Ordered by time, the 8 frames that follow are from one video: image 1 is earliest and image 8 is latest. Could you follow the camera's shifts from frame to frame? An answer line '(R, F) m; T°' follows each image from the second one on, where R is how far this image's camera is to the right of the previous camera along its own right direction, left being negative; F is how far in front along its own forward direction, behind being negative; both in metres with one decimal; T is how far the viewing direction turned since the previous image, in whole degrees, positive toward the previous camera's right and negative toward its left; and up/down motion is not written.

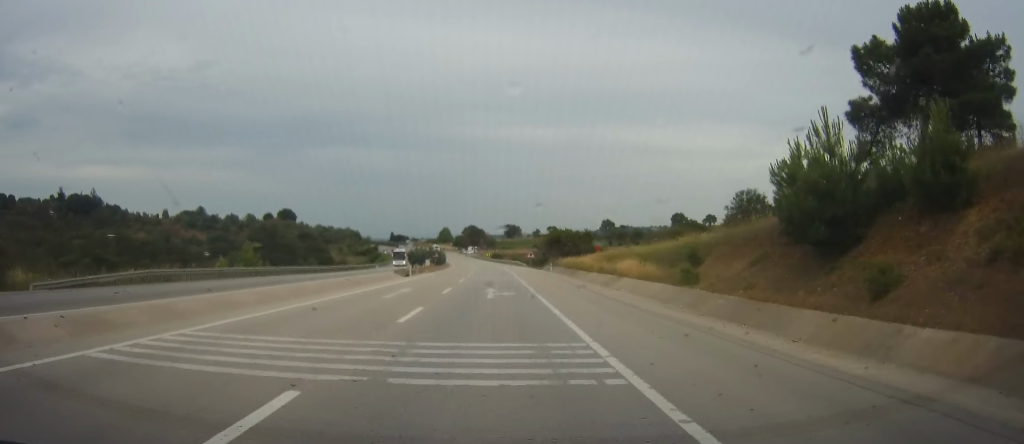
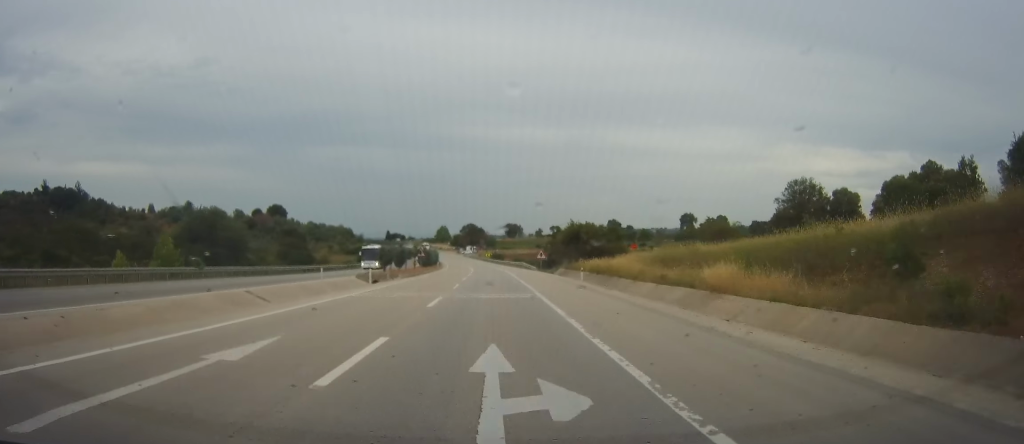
(0.0, +18.7) m; 0°
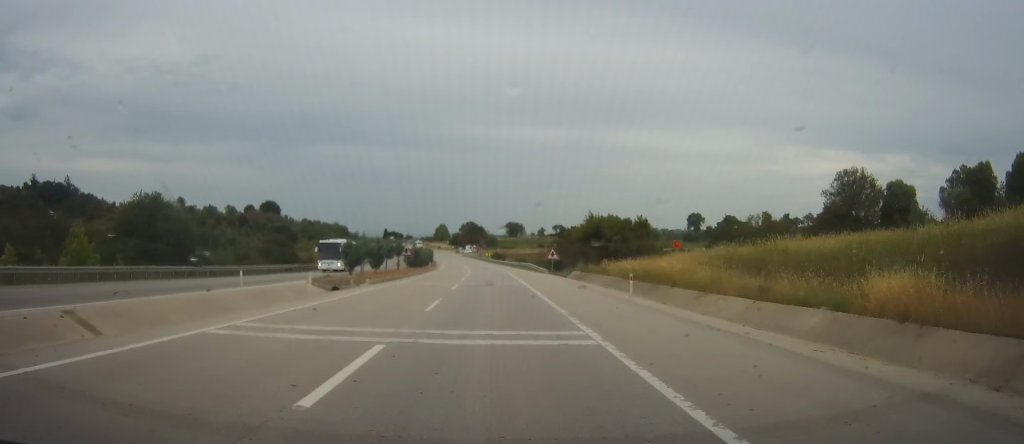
(0.0, +12.8) m; 0°
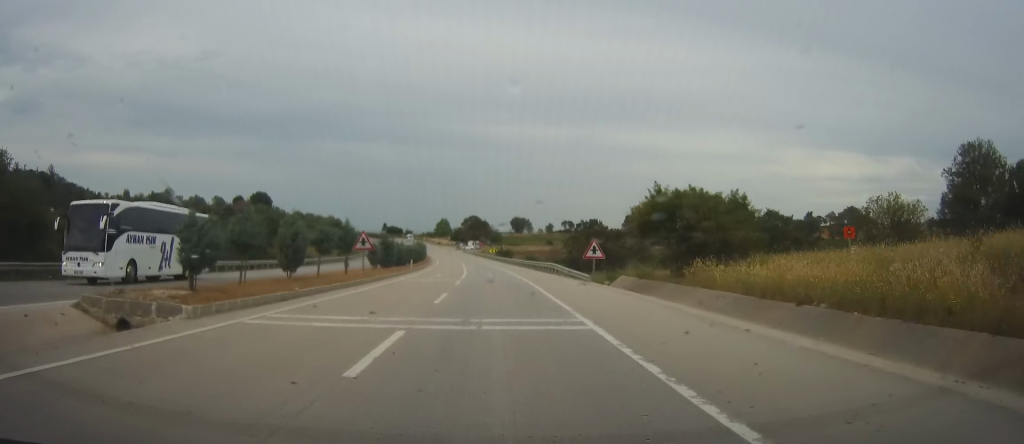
(+0.1, +21.7) m; -2°
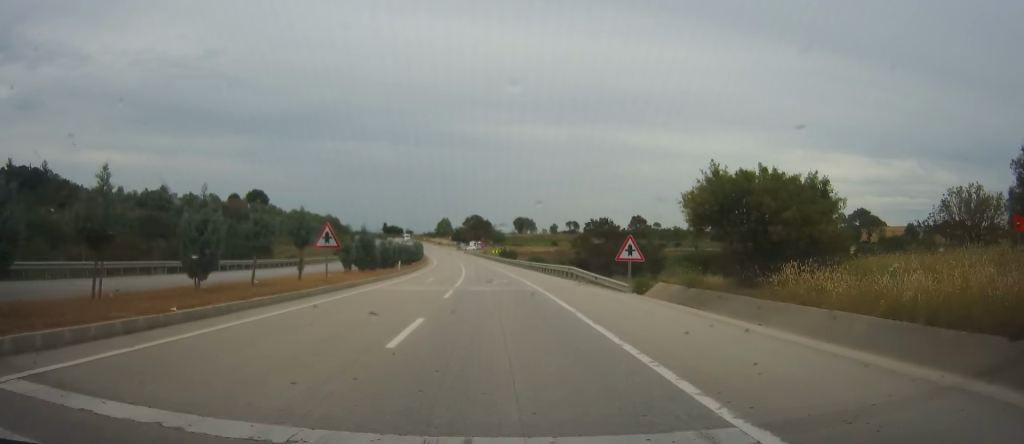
(-0.4, +9.6) m; 0°
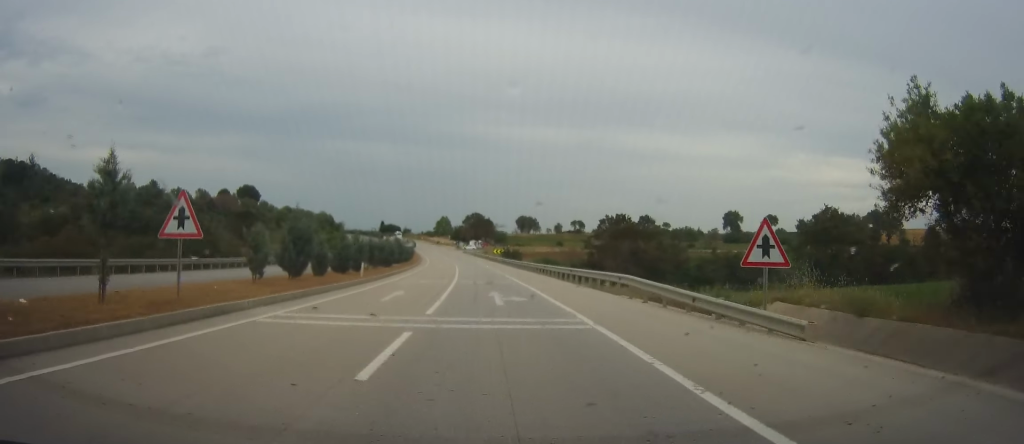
(-0.4, +14.2) m; 0°
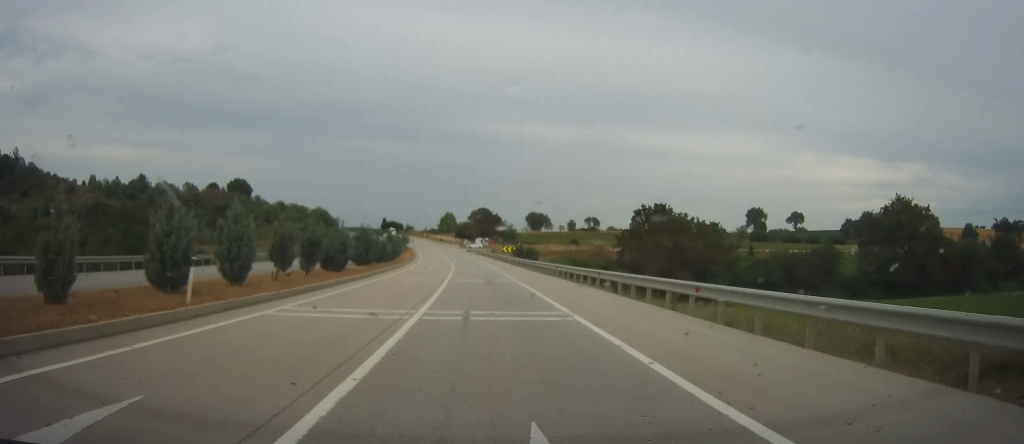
(+0.6, +21.5) m; +1°
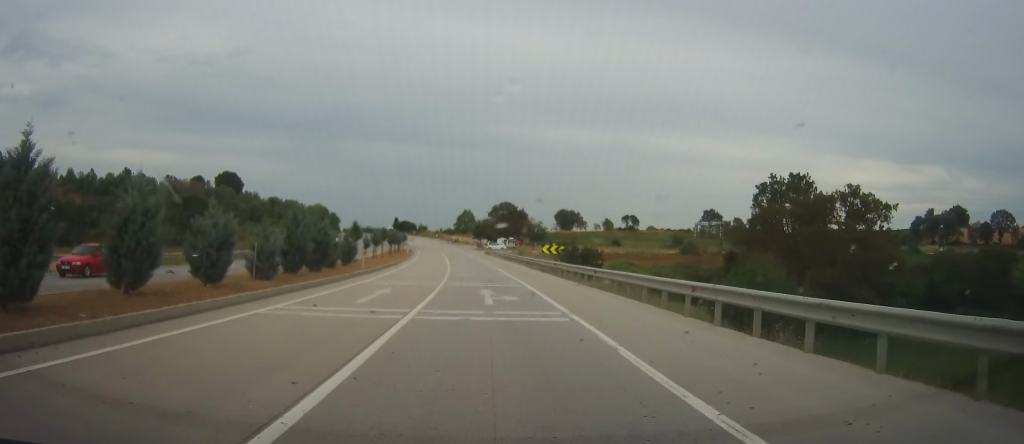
(-0.2, +34.6) m; -1°
